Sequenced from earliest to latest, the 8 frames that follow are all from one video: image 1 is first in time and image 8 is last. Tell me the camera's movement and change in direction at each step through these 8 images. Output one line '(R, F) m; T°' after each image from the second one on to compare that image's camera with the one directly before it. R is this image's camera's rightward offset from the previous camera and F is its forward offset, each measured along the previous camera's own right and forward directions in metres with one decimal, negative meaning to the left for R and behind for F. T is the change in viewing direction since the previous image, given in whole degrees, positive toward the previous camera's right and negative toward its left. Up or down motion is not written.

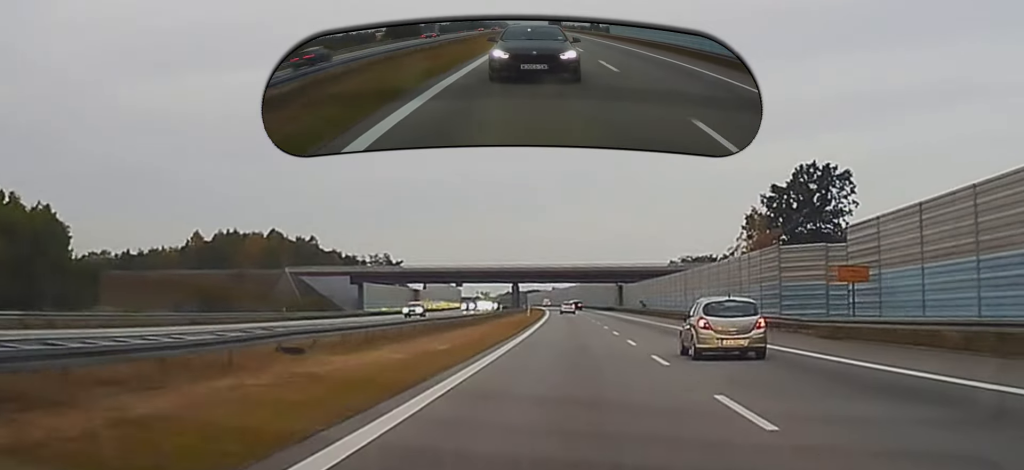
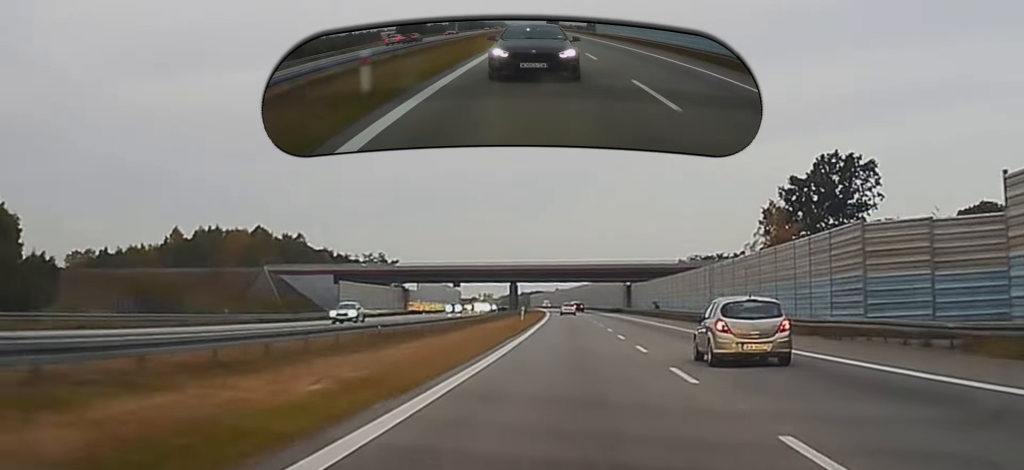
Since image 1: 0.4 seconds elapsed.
(-0.1, +16.9) m; 0°
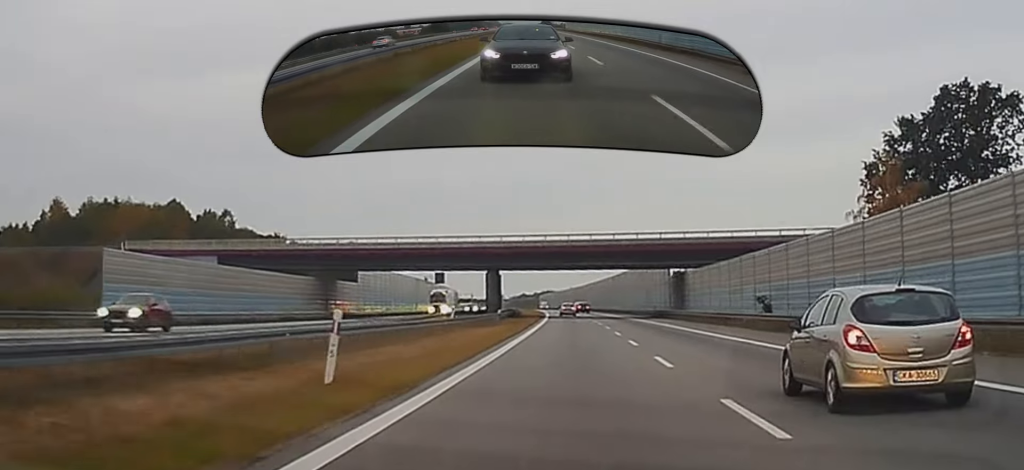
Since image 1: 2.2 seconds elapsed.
(-0.5, +68.8) m; -1°
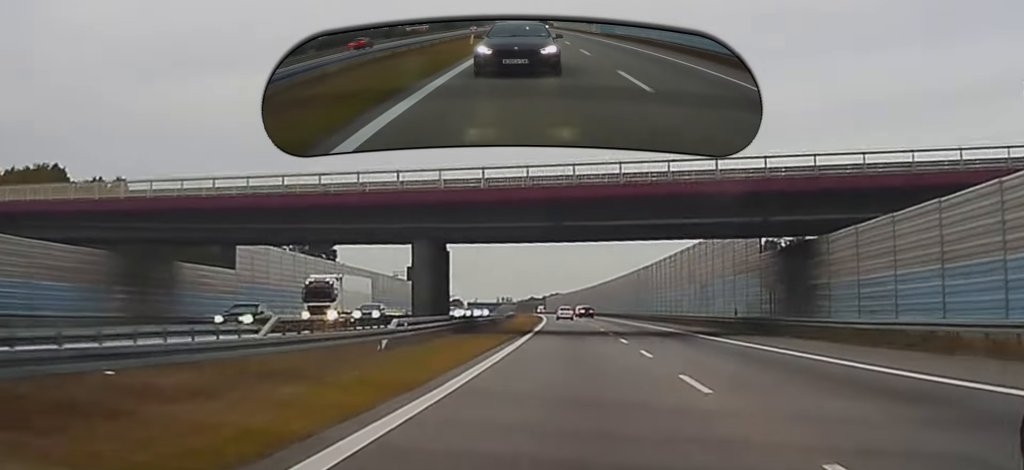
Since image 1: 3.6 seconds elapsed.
(+0.1, +53.3) m; -1°
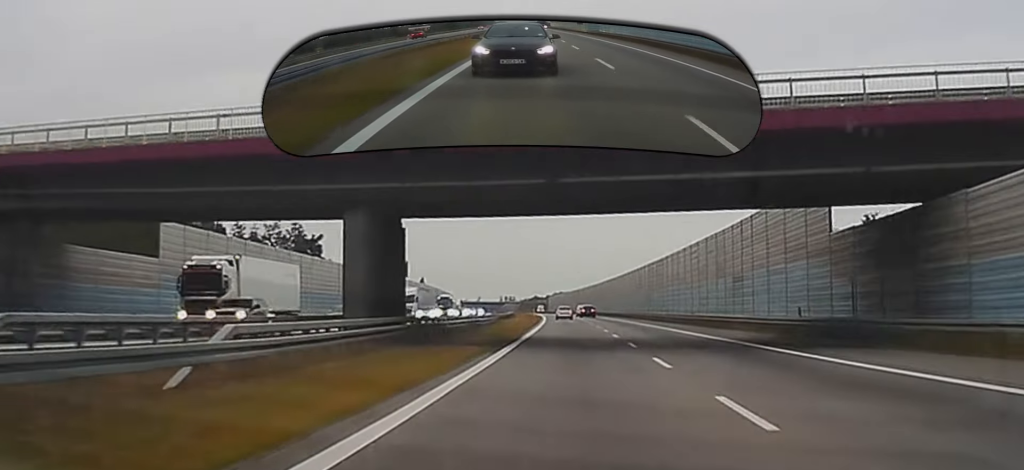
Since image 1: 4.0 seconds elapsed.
(0.0, +17.0) m; -1°
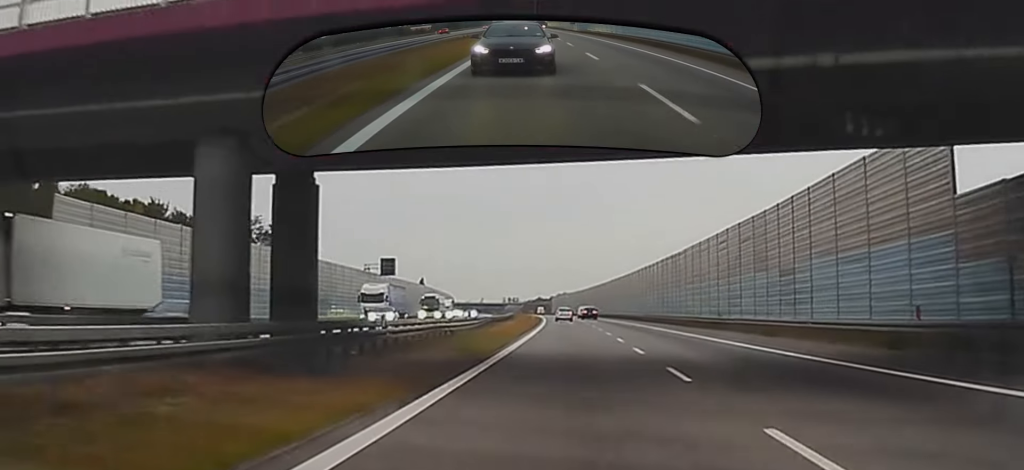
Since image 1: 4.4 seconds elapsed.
(0.0, +15.7) m; 0°
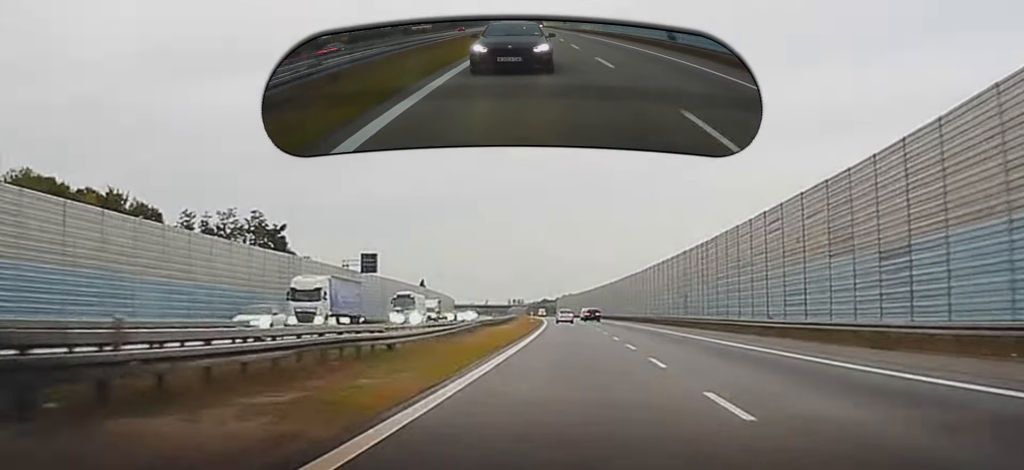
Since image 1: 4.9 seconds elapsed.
(-0.2, +19.8) m; 0°
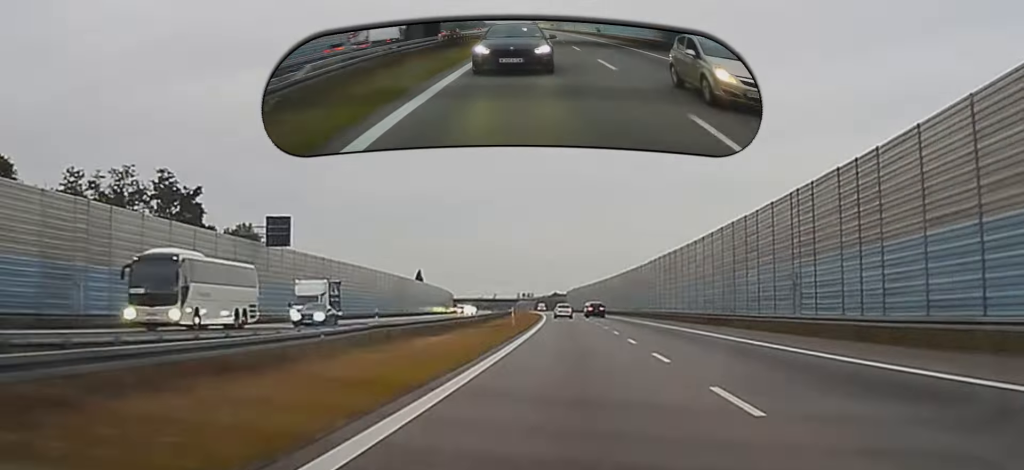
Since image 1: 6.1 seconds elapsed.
(0.0, +47.5) m; 0°
